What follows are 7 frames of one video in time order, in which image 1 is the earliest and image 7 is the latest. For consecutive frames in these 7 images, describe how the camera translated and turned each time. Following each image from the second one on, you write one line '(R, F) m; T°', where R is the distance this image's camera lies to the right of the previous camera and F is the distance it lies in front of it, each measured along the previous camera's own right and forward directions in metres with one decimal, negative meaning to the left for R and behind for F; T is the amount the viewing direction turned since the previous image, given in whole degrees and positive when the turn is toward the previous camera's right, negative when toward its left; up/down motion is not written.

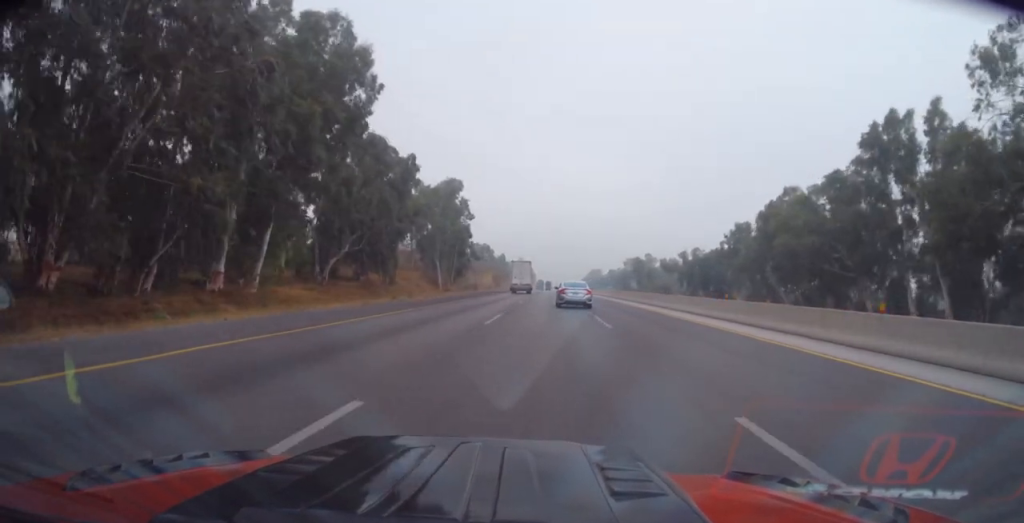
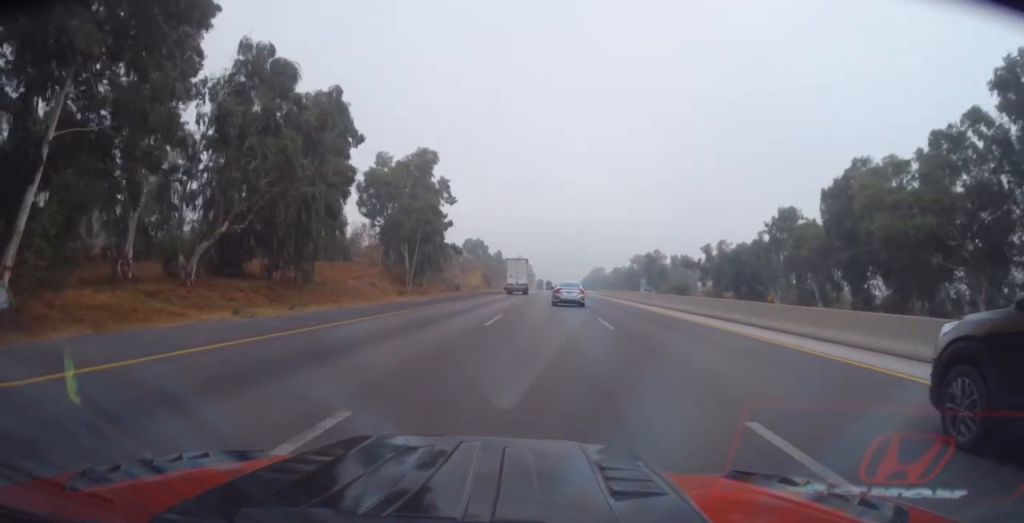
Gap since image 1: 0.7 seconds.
(+0.6, +18.4) m; +1°
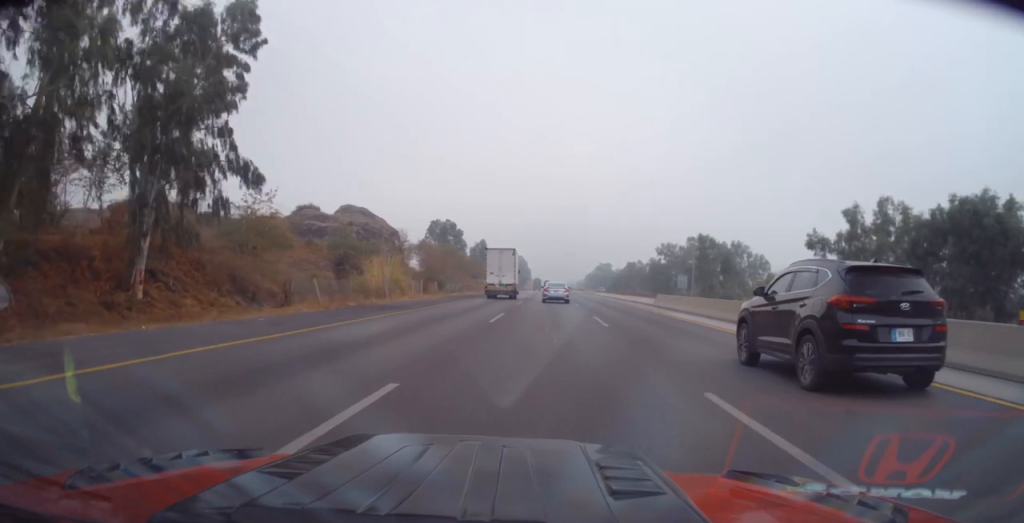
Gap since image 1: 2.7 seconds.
(-1.5, +52.1) m; -1°
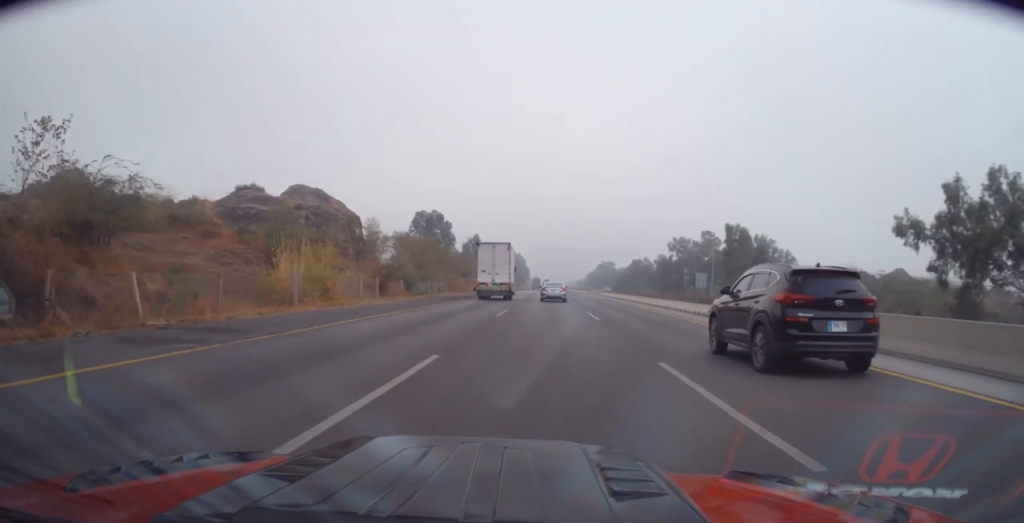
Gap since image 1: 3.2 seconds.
(+0.3, +15.2) m; +1°
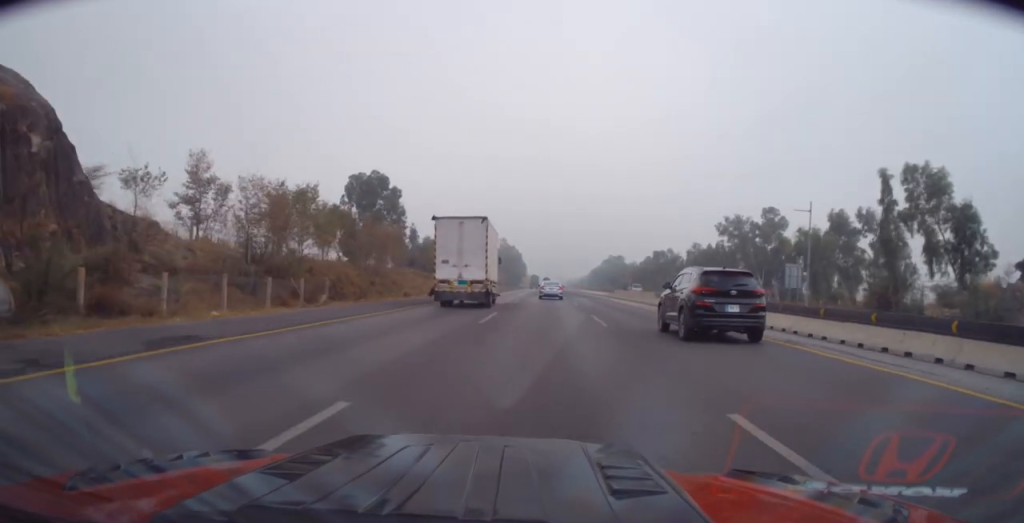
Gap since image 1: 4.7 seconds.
(+0.2, +40.4) m; 0°
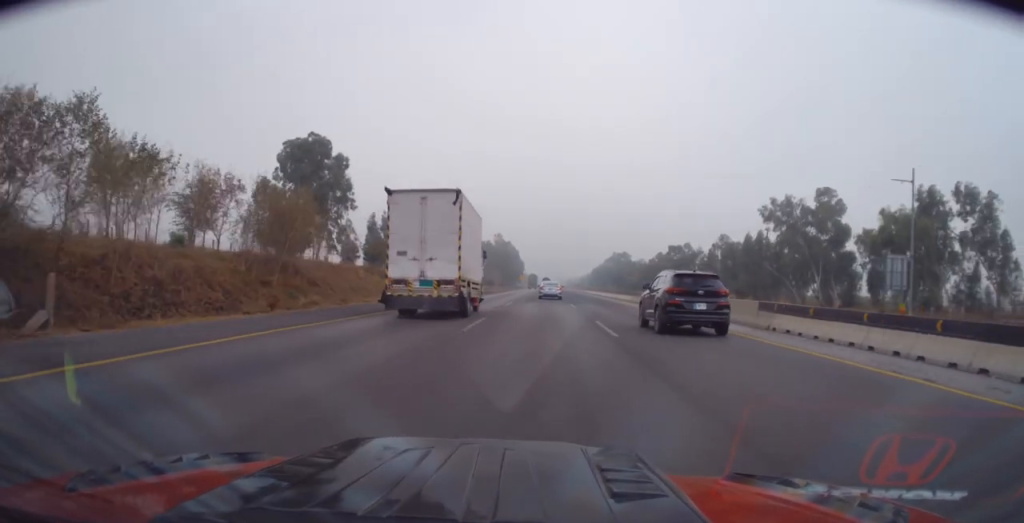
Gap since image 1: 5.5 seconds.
(0.0, +20.8) m; 0°
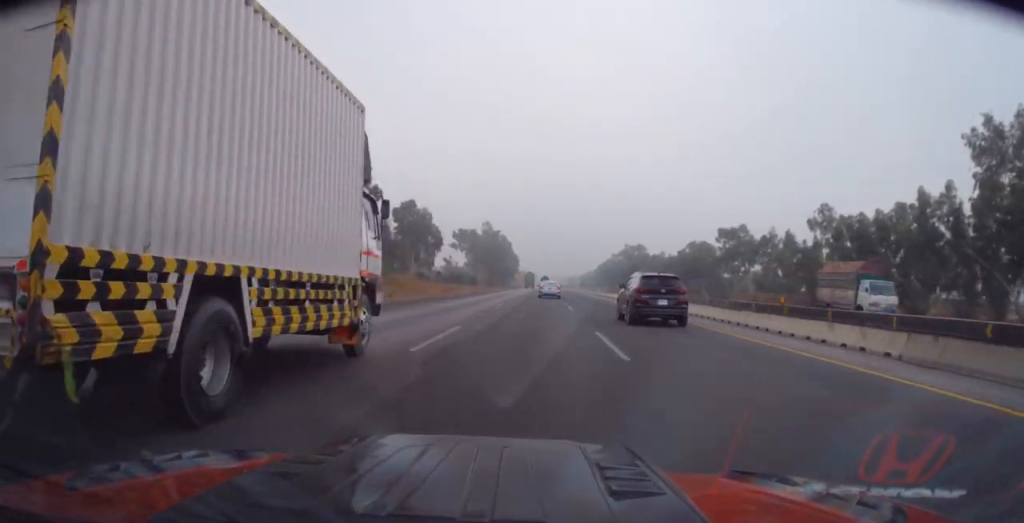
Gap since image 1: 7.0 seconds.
(+0.1, +40.8) m; +1°
